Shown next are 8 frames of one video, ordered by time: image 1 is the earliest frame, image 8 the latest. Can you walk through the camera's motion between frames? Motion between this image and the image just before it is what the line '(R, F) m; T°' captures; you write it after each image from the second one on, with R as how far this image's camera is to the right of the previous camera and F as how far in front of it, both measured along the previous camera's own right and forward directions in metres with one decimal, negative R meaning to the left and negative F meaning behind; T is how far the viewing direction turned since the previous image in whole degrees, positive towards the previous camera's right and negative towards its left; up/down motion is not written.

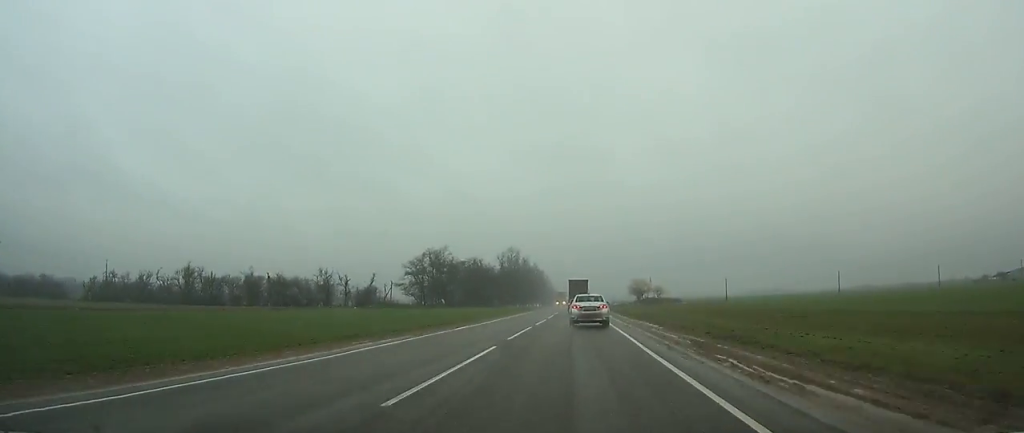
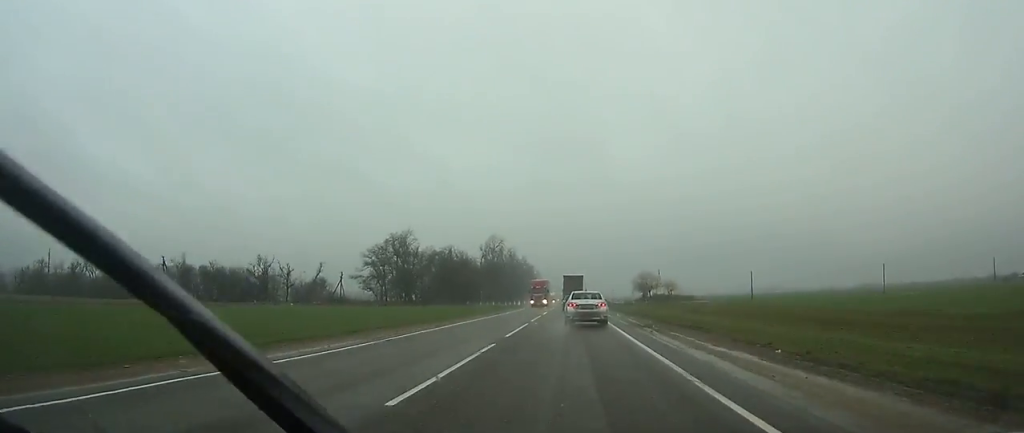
(+0.1, +36.0) m; 0°
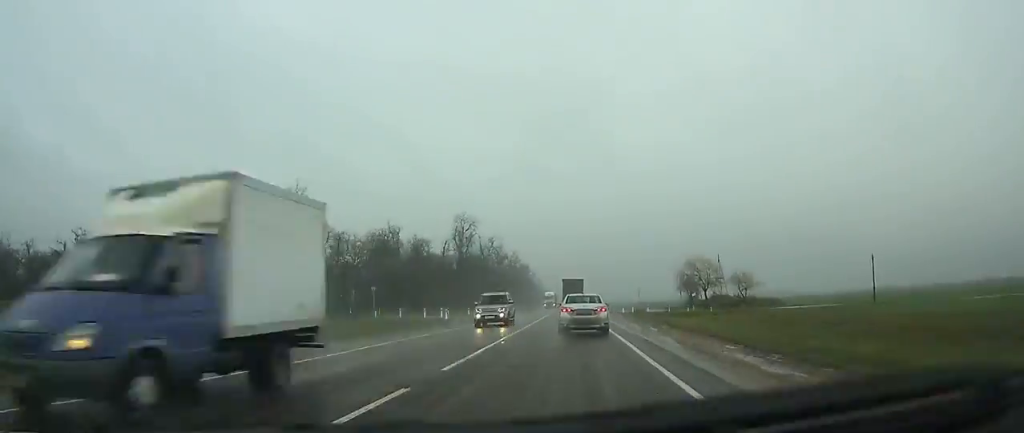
(-0.1, +67.6) m; 0°
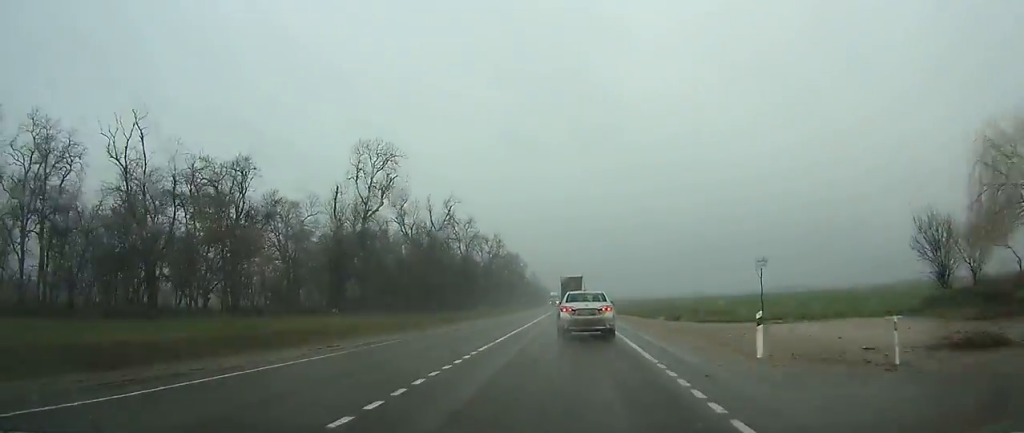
(+0.6, +74.1) m; +1°
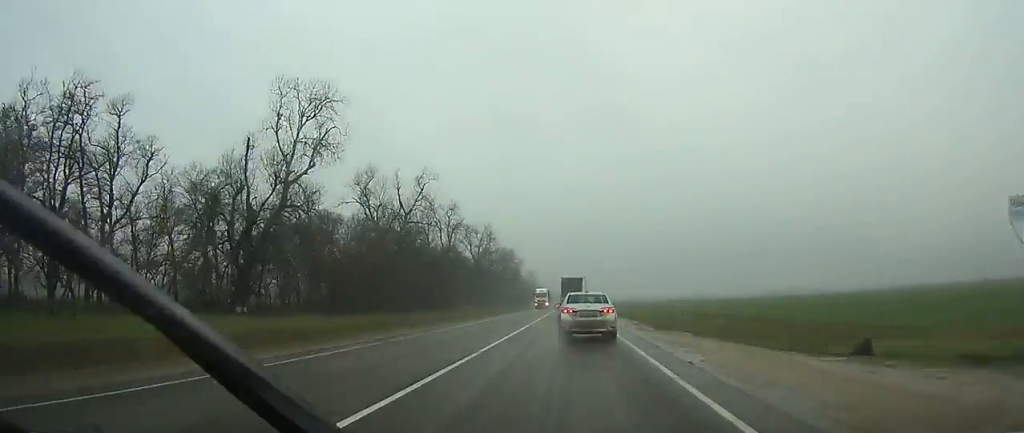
(0.0, +25.5) m; 0°
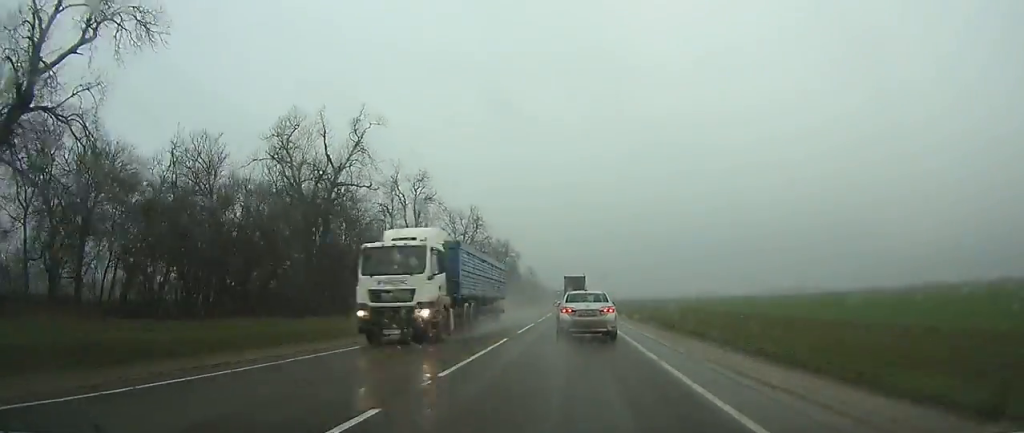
(-0.3, +35.3) m; -1°
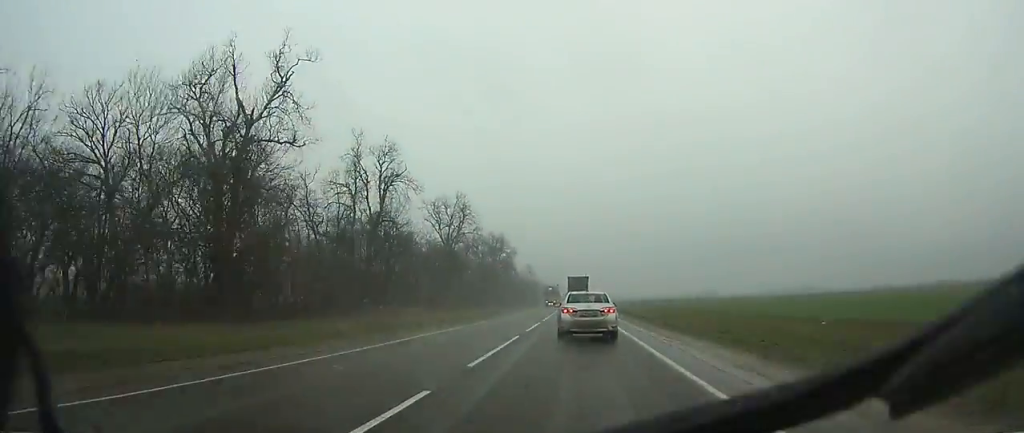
(-0.1, +22.5) m; 0°
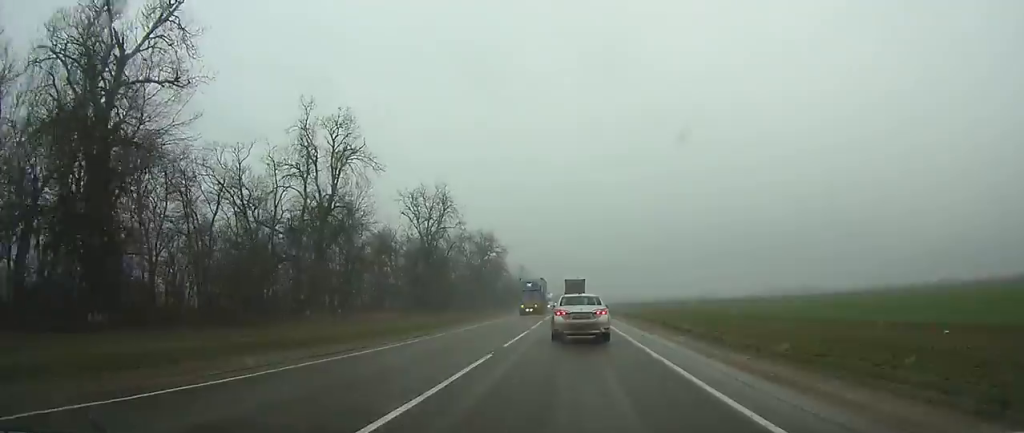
(+0.1, +18.0) m; 0°
